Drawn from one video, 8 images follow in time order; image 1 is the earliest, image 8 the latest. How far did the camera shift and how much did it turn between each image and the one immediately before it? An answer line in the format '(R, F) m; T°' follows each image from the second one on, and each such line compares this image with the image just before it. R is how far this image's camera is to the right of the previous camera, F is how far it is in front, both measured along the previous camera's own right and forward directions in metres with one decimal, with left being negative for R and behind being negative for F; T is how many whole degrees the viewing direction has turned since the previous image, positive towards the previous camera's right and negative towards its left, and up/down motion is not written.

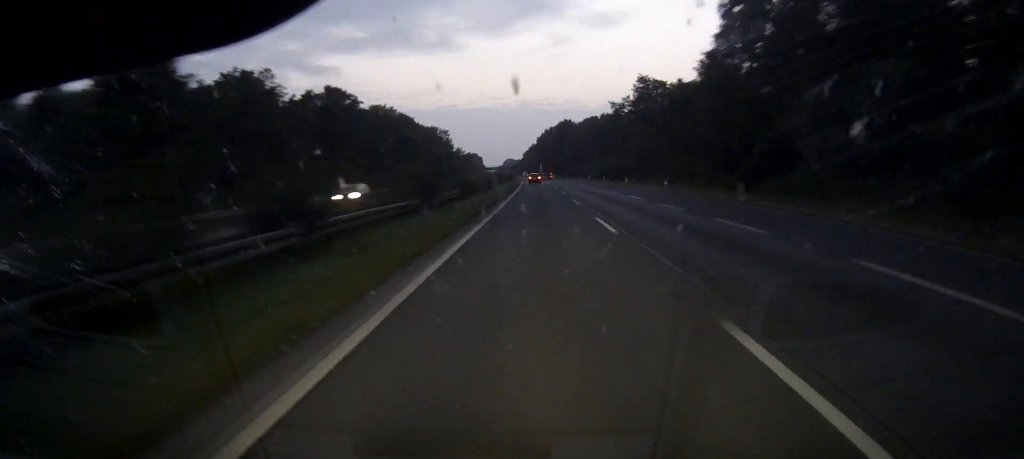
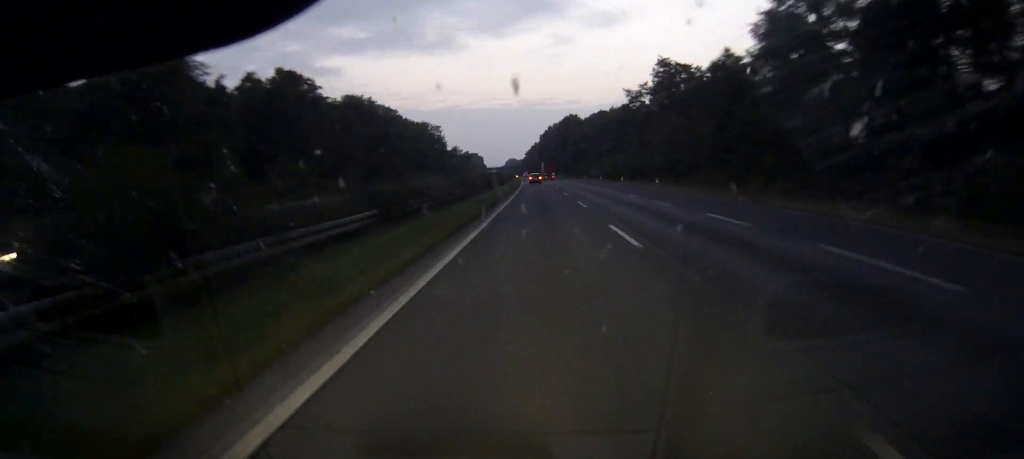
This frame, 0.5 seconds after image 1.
(0.0, +21.8) m; 0°
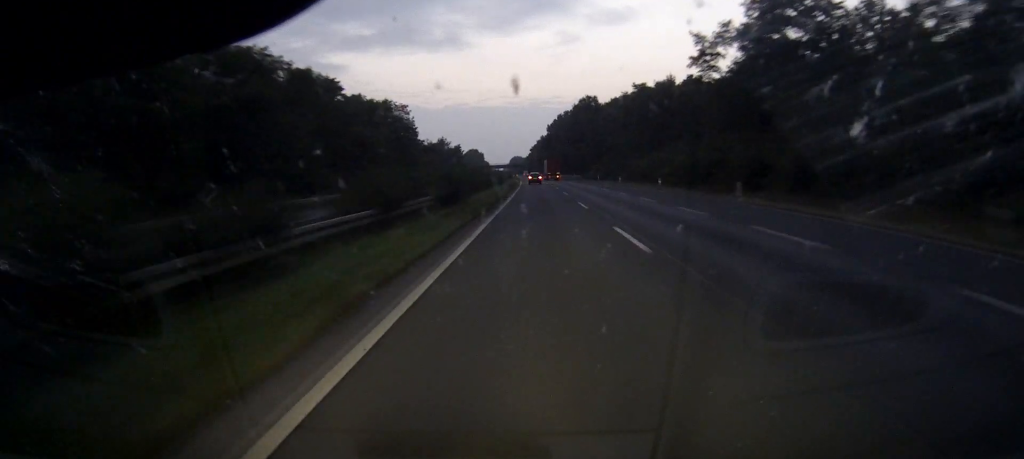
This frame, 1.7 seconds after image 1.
(-0.3, +53.6) m; -1°
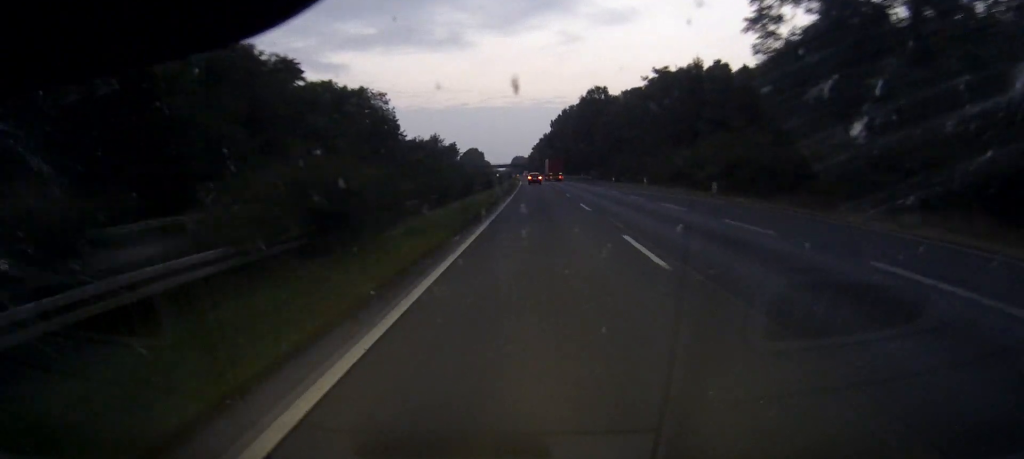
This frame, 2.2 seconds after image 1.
(0.0, +20.2) m; 0°
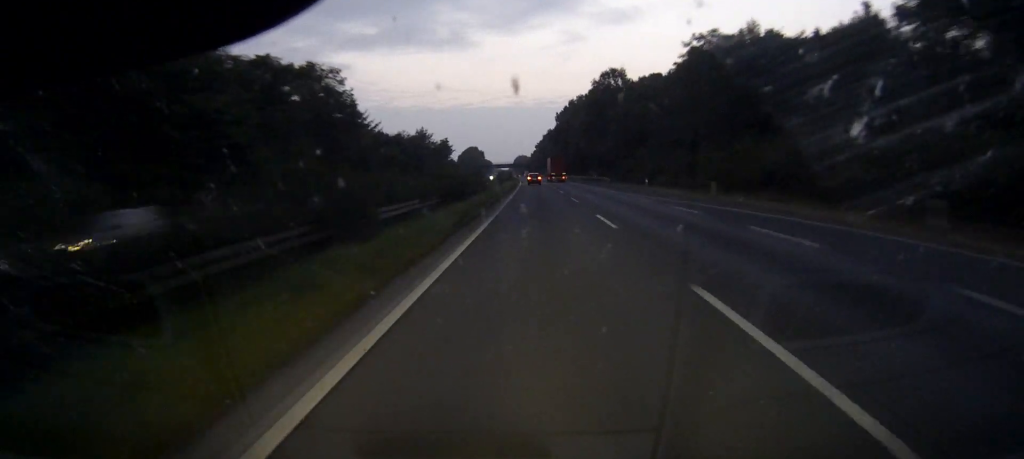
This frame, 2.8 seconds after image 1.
(-0.1, +27.4) m; 0°
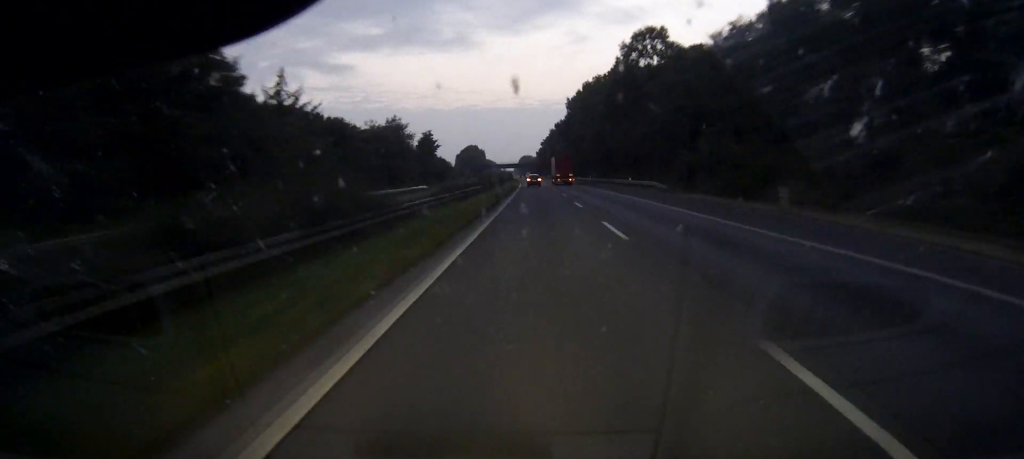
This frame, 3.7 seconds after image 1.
(-0.2, +39.1) m; 0°
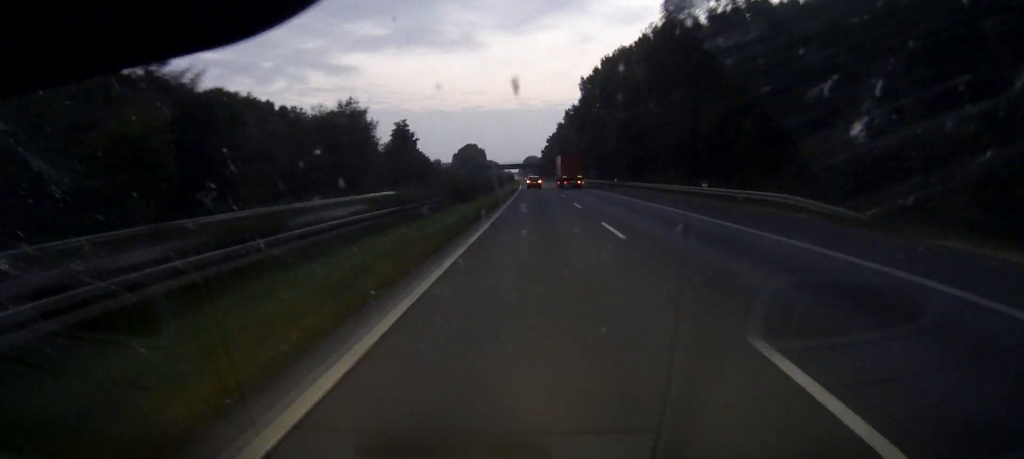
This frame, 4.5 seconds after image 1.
(-0.1, +34.9) m; 0°
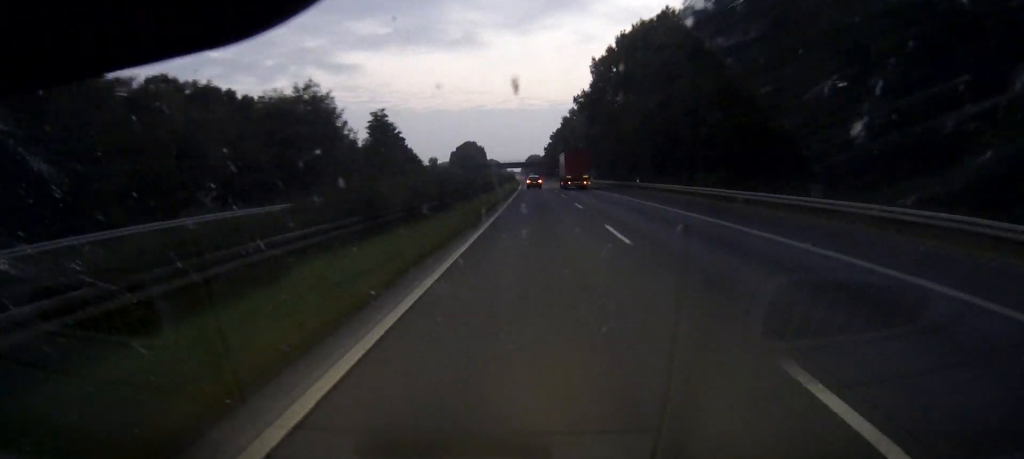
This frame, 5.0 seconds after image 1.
(-0.1, +19.2) m; 0°
